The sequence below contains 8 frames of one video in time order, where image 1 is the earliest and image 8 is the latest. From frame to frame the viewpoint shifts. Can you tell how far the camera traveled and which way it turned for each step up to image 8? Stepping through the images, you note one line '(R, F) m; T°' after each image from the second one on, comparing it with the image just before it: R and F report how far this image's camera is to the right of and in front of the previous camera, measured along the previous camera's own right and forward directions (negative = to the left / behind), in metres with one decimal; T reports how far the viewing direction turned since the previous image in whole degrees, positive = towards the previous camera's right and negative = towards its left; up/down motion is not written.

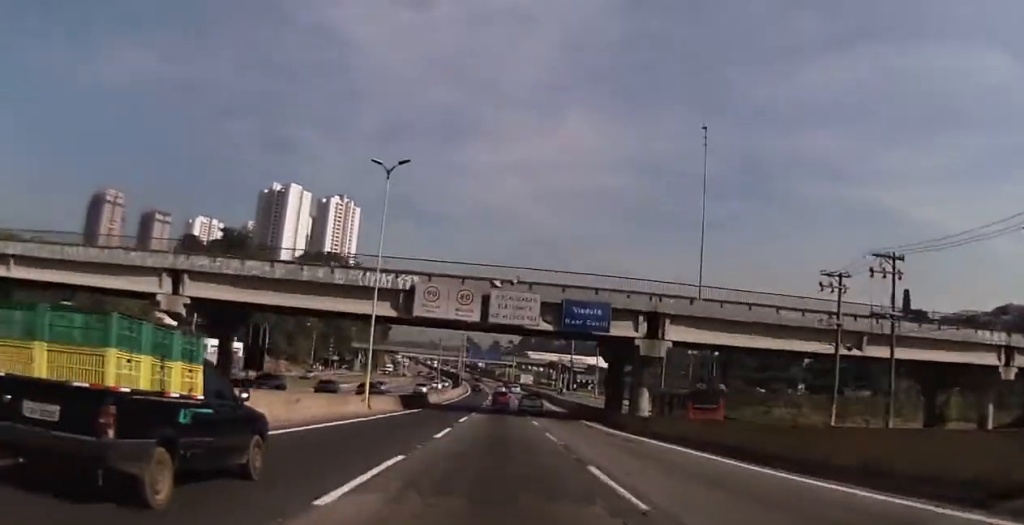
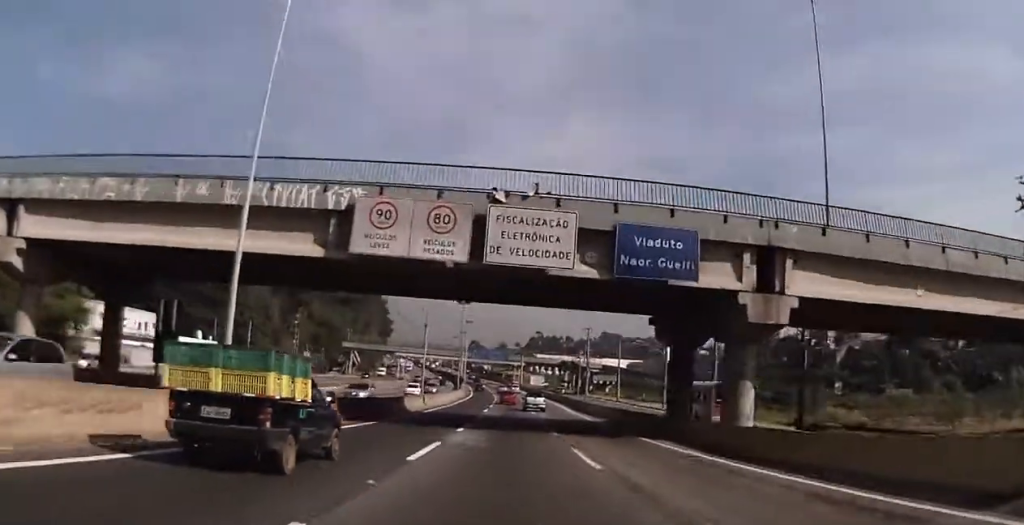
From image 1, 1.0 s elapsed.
(-0.1, +18.4) m; -2°
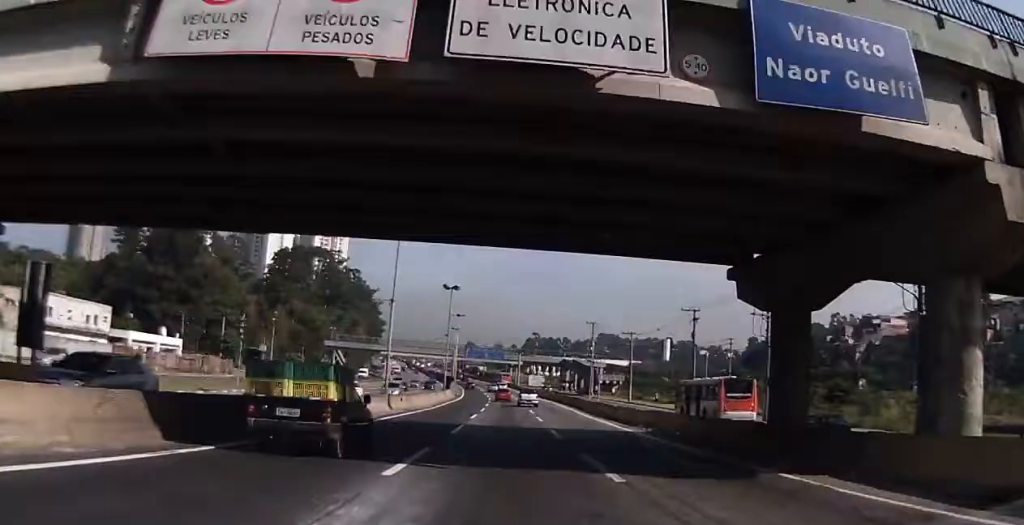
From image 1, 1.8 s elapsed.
(-0.4, +14.3) m; -1°
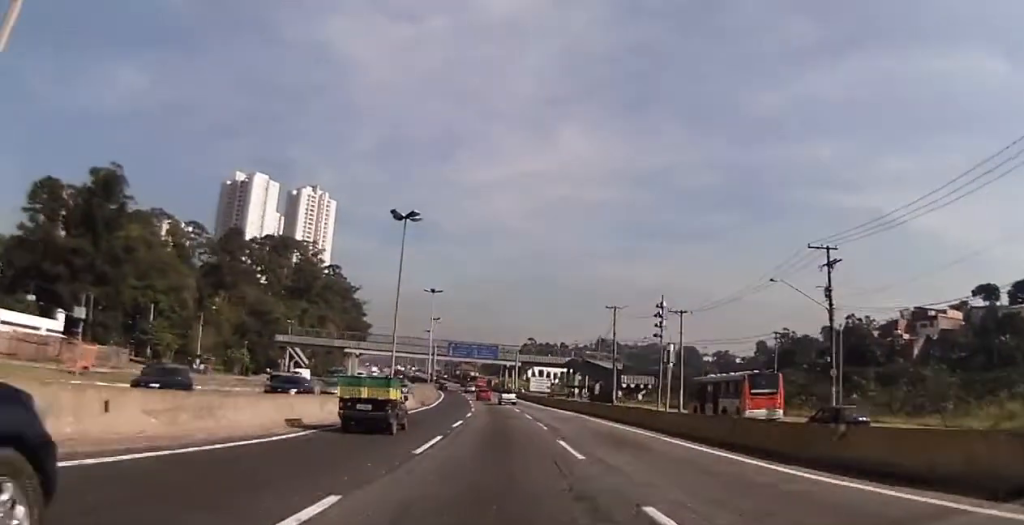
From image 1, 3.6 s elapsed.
(+0.4, +31.5) m; +1°
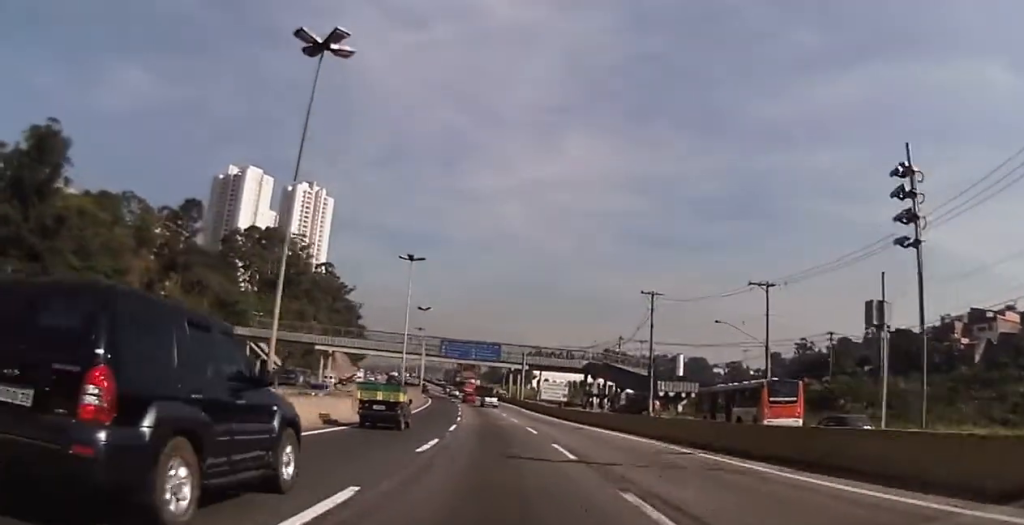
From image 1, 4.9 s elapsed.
(-0.2, +23.2) m; 0°
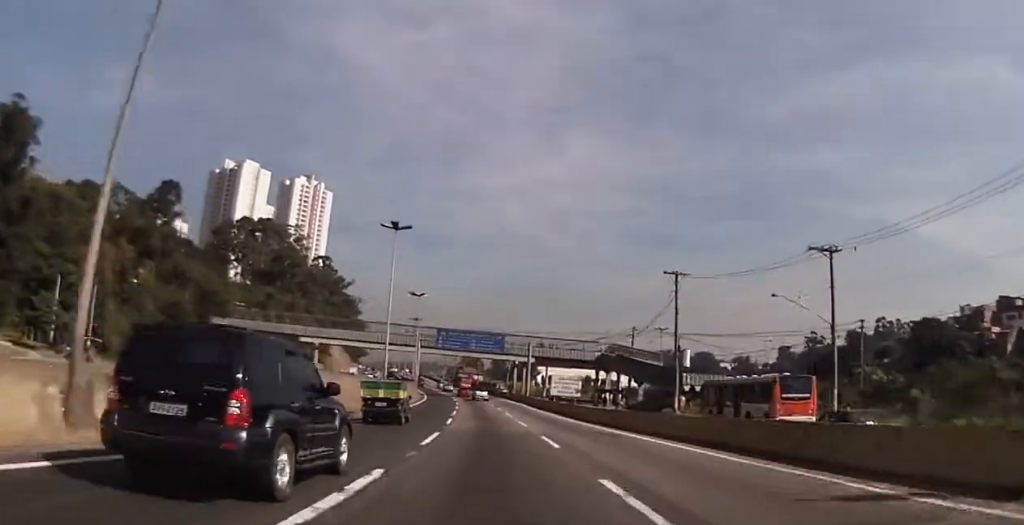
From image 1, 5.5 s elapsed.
(+0.1, +10.1) m; 0°
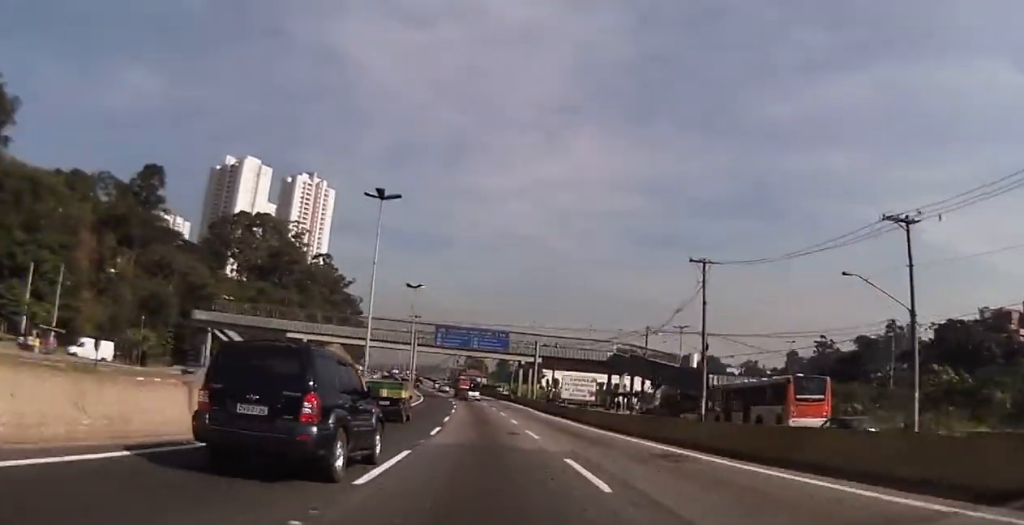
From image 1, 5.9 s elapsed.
(+0.2, +8.3) m; 0°
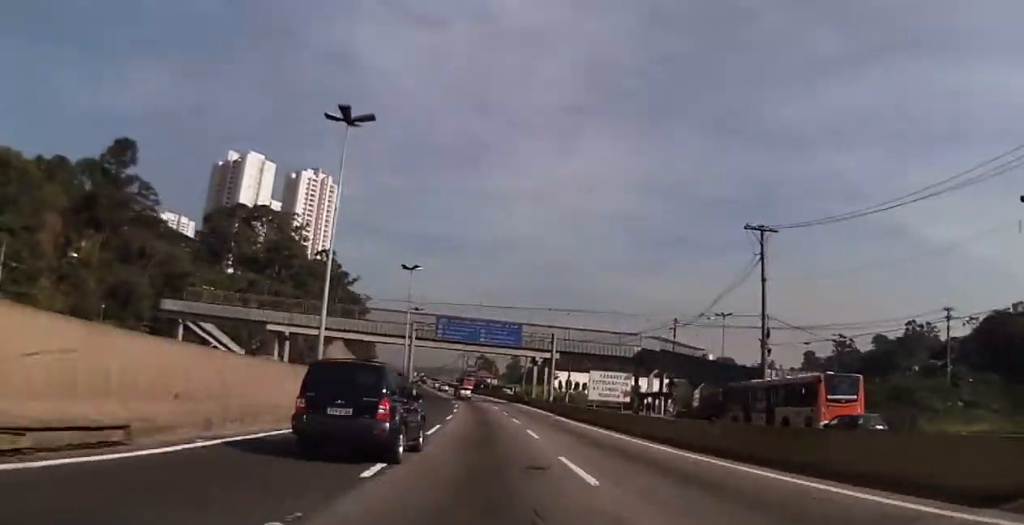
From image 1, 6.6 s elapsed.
(-0.2, +12.3) m; -1°
